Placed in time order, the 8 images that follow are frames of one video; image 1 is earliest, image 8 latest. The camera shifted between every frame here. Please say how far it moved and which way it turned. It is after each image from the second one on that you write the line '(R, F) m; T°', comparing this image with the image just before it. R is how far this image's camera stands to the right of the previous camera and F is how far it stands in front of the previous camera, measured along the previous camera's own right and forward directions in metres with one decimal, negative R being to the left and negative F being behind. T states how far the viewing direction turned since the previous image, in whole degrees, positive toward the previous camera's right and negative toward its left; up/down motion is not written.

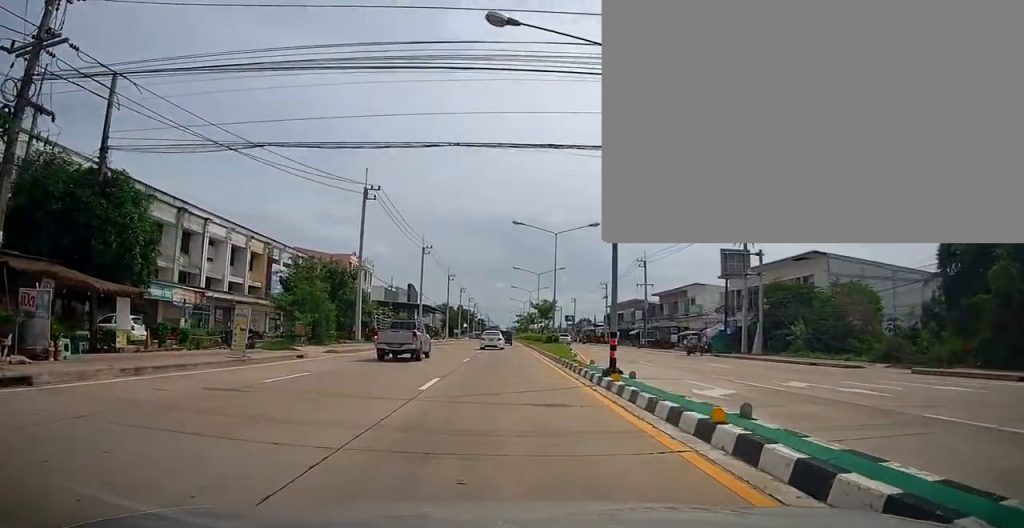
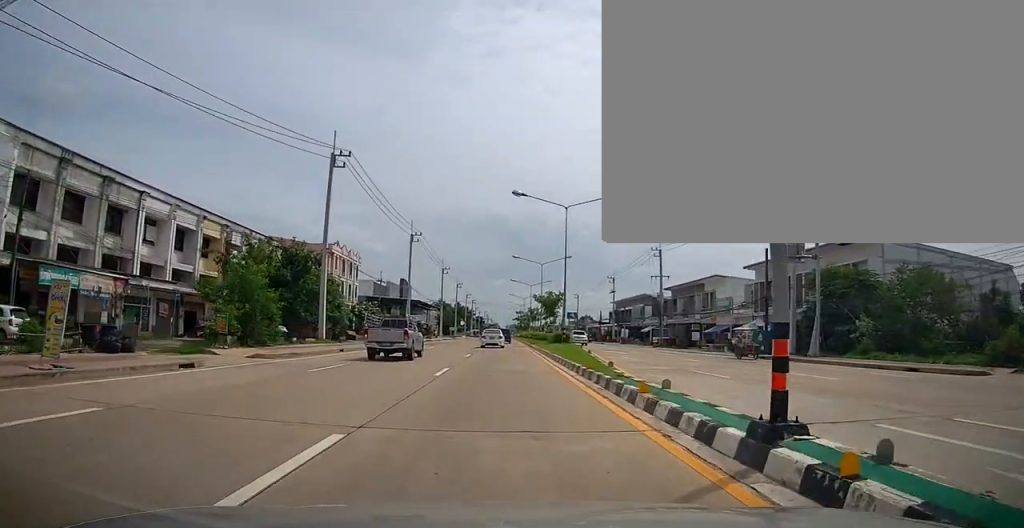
(-0.1, +8.5) m; +1°
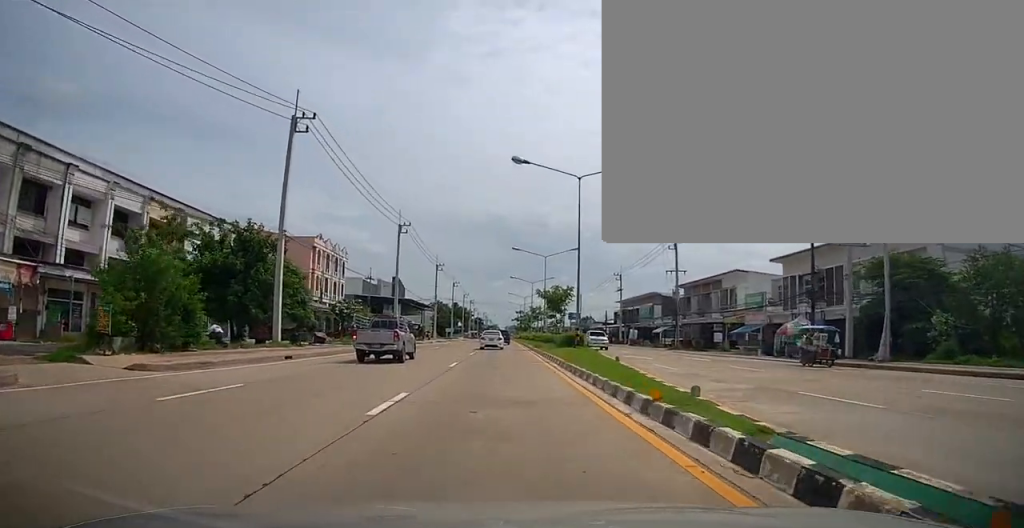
(+0.4, +7.2) m; -1°
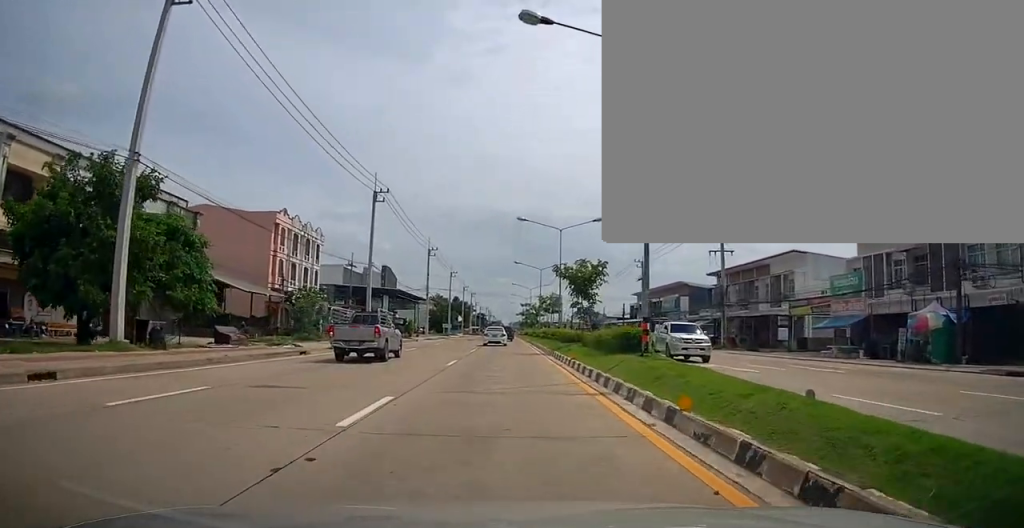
(-0.6, +13.2) m; -1°
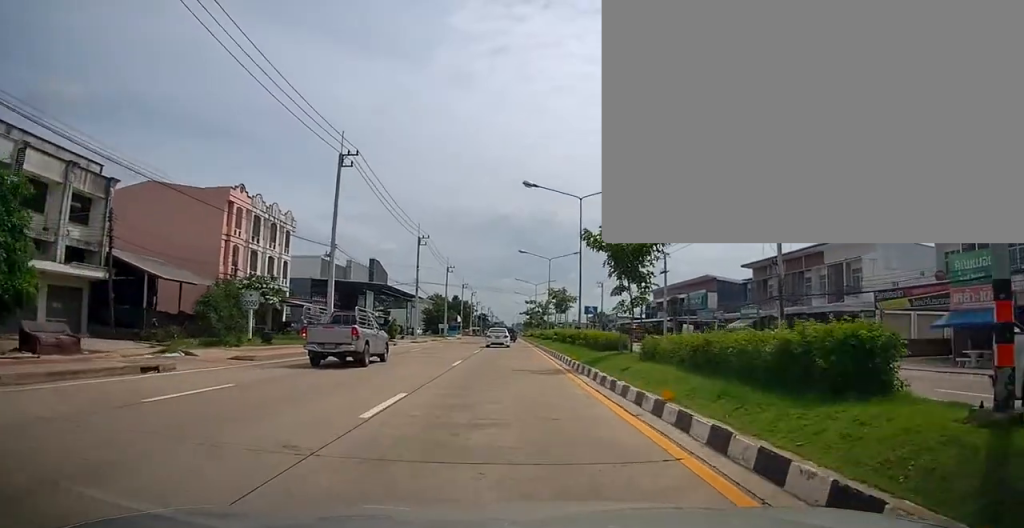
(+0.5, +11.3) m; -1°
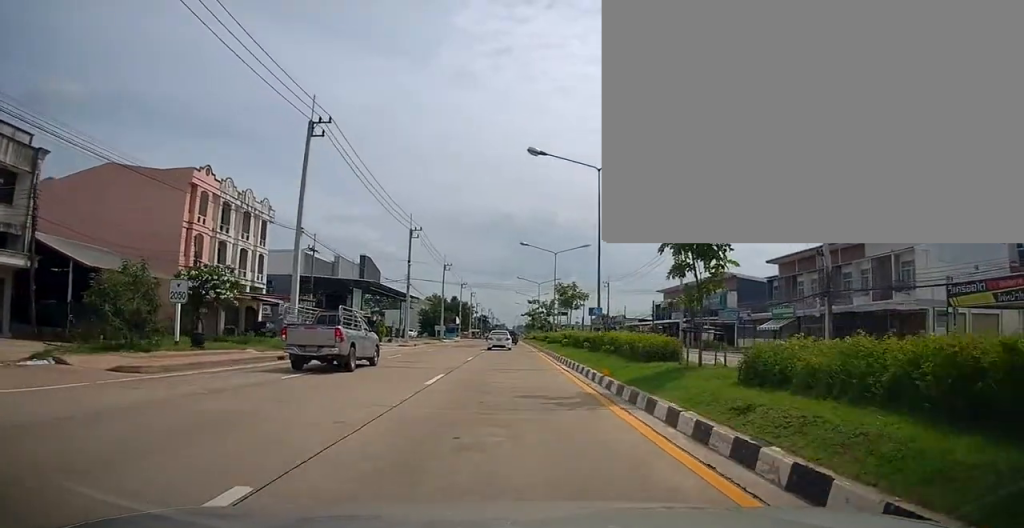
(-0.2, +6.6) m; 0°
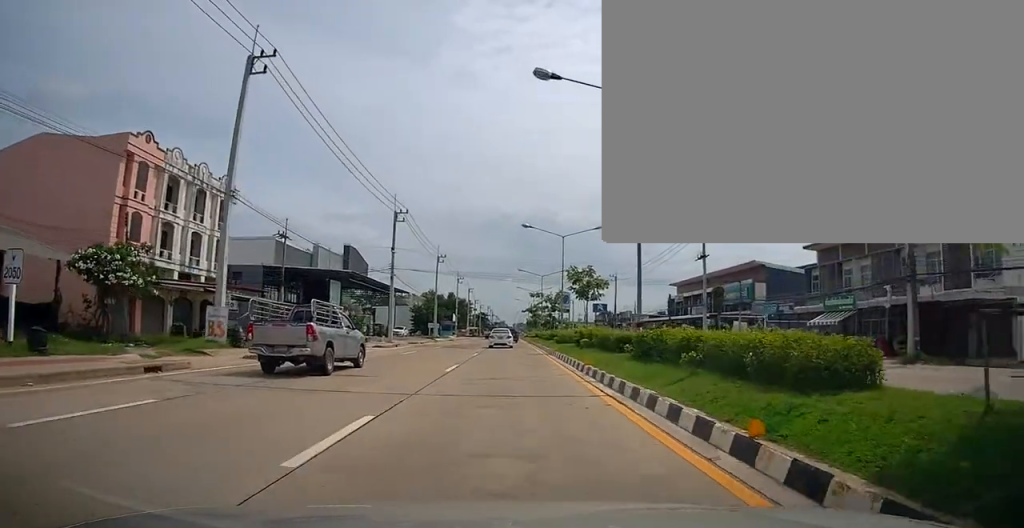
(-0.4, +8.4) m; 0°
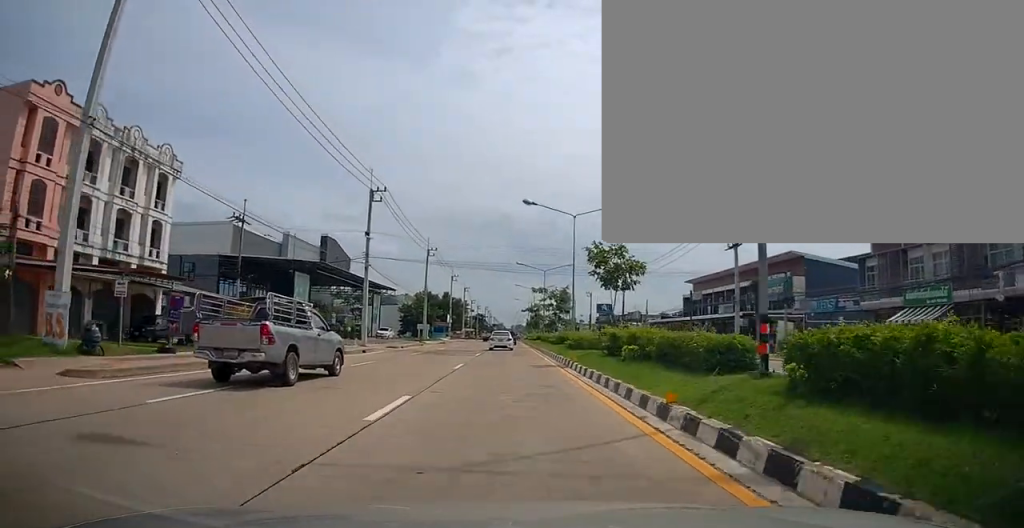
(+0.6, +9.3) m; +1°
